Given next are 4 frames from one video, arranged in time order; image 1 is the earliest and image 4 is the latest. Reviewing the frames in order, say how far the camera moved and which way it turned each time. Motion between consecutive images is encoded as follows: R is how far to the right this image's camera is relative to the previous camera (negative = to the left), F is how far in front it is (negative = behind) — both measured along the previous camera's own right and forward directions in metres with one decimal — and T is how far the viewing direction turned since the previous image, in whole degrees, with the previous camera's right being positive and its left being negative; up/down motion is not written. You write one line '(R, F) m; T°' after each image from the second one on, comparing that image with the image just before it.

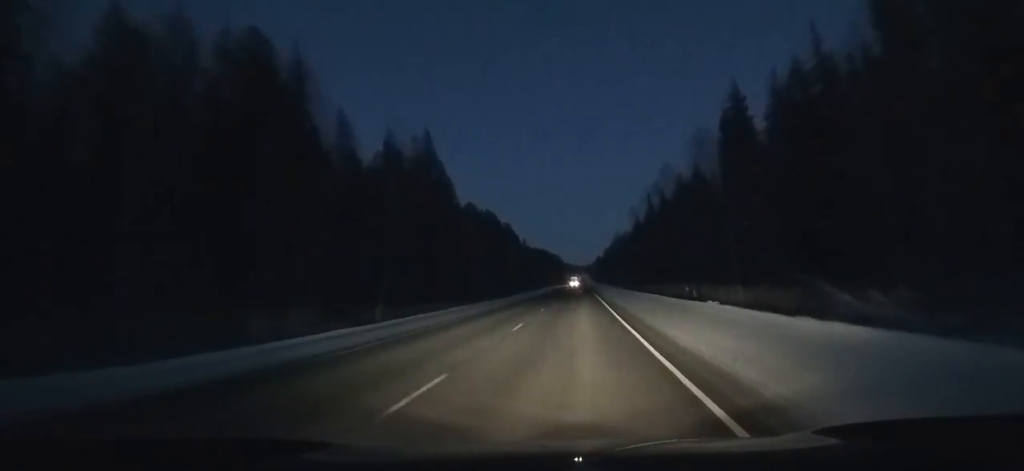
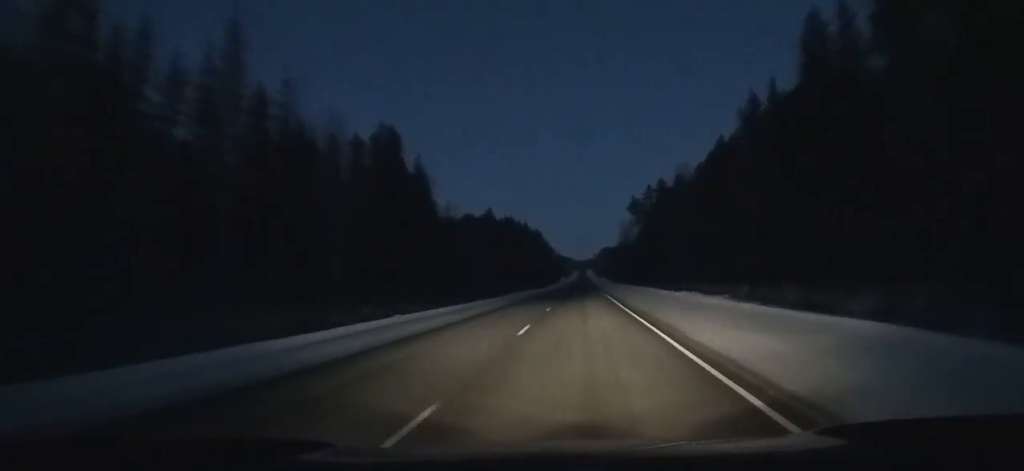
(-0.9, +306.2) m; 0°
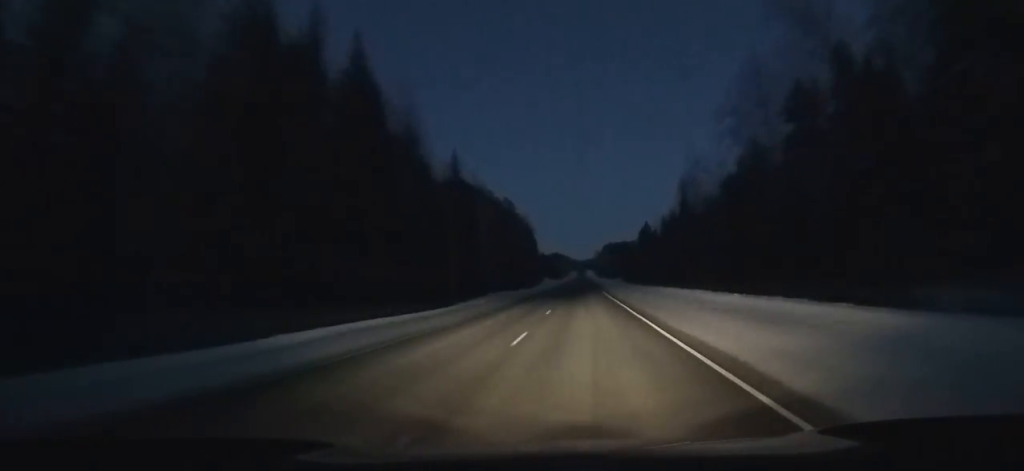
(+0.9, +150.1) m; +1°
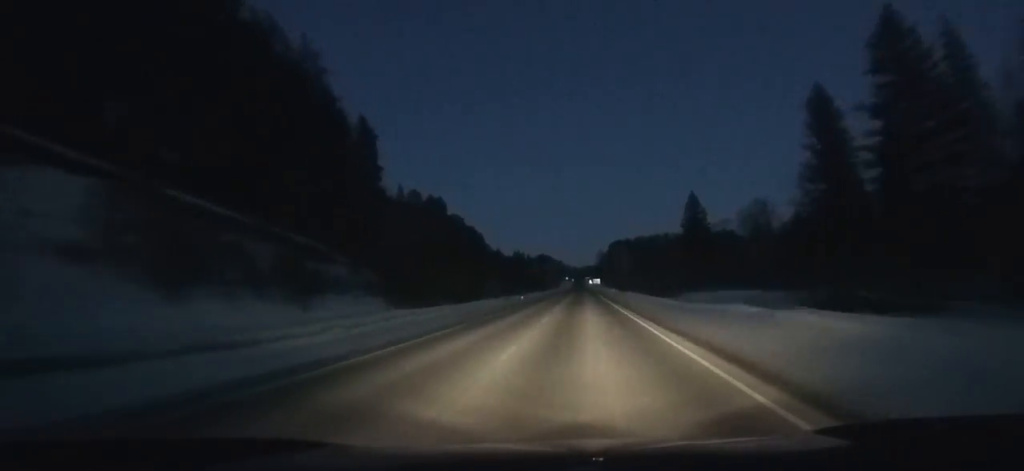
(+0.7, +220.7) m; 0°
